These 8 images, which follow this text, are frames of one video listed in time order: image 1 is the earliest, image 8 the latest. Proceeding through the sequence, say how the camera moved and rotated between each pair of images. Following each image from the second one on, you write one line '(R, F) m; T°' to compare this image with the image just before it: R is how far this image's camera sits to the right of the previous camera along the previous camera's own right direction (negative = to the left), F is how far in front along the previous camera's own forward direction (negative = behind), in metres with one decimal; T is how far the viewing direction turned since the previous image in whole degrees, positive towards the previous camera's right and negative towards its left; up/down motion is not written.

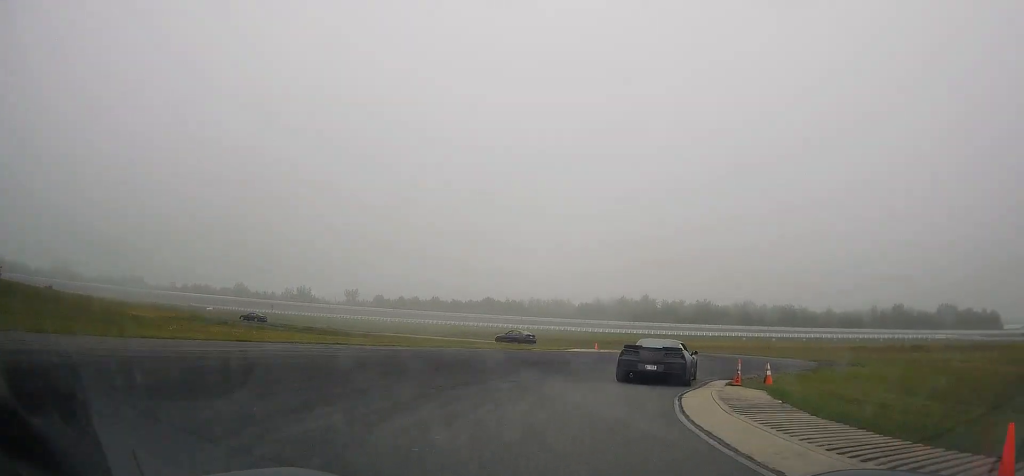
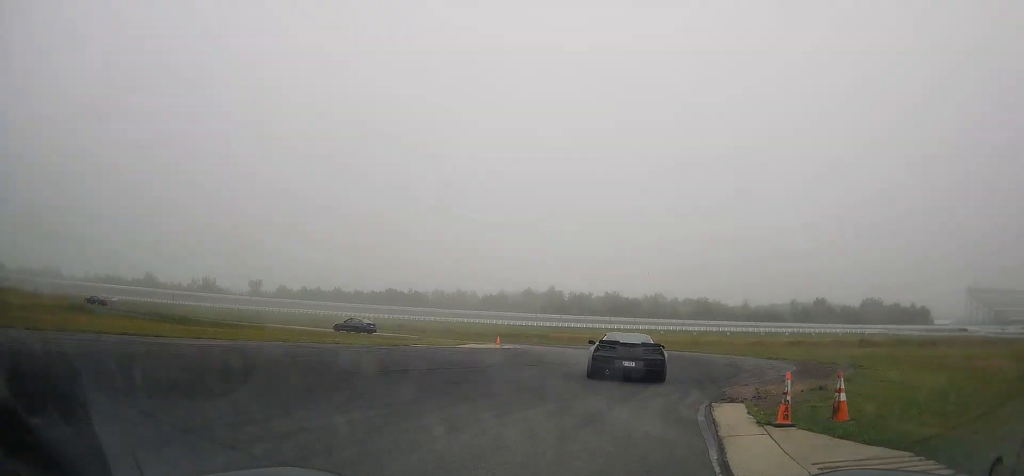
(+1.4, +8.2) m; +4°
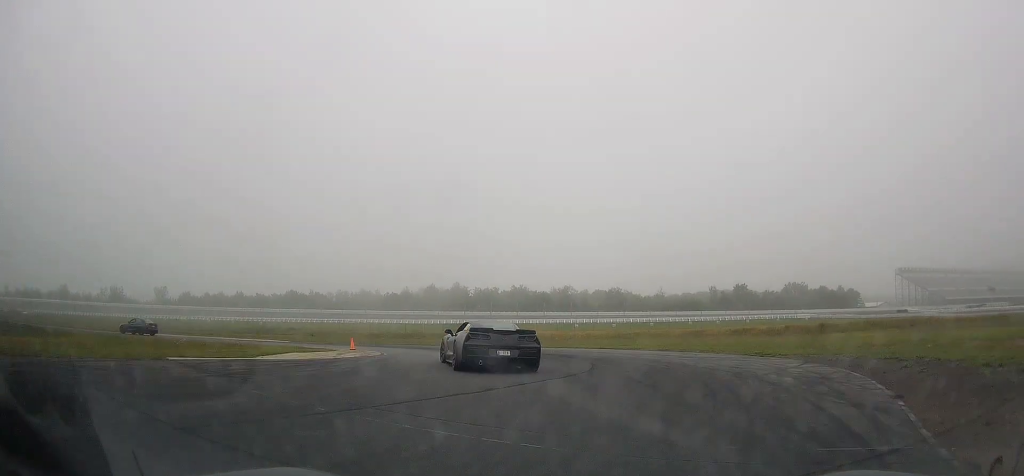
(+1.0, +11.2) m; +3°
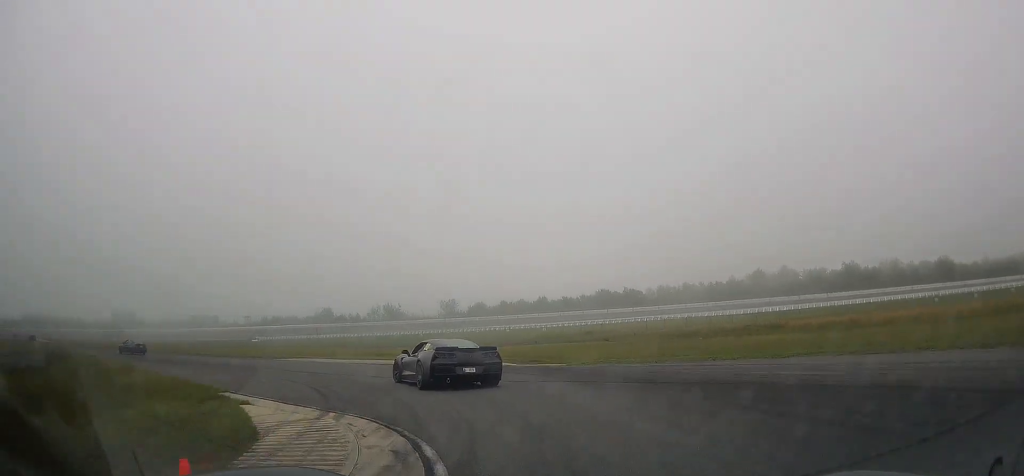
(-2.8, +21.6) m; -24°
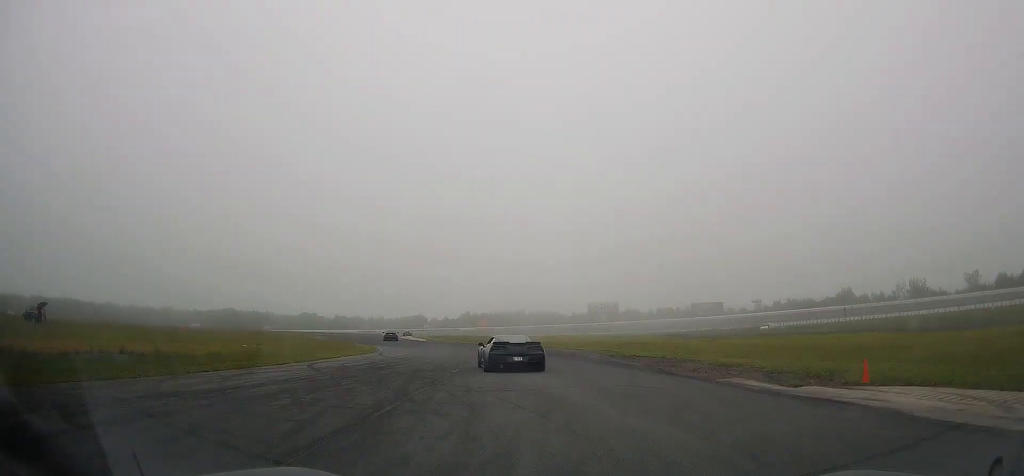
(-15.5, +29.1) m; -47°
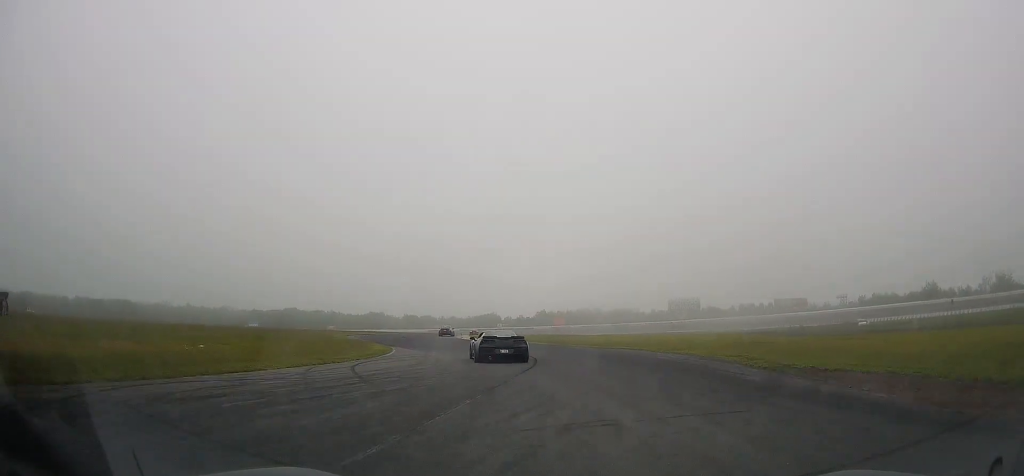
(-1.4, +14.0) m; -9°
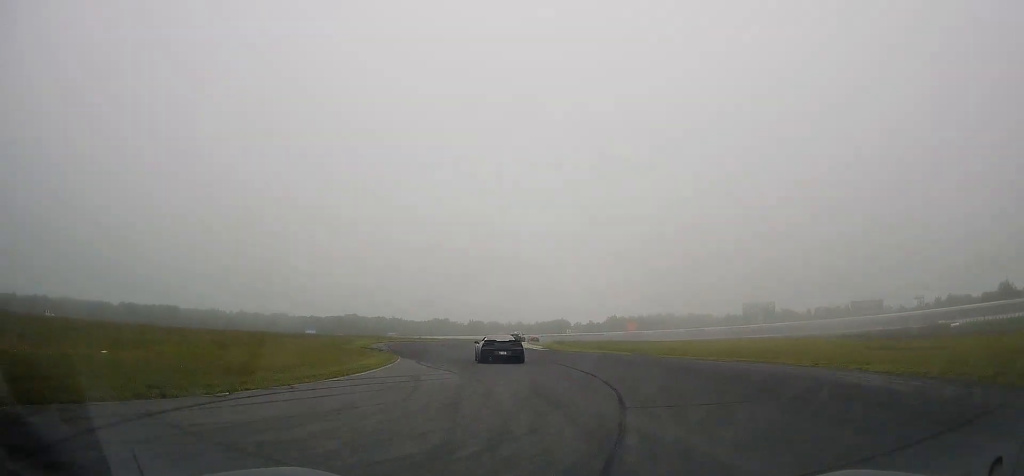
(-0.6, +12.7) m; -6°
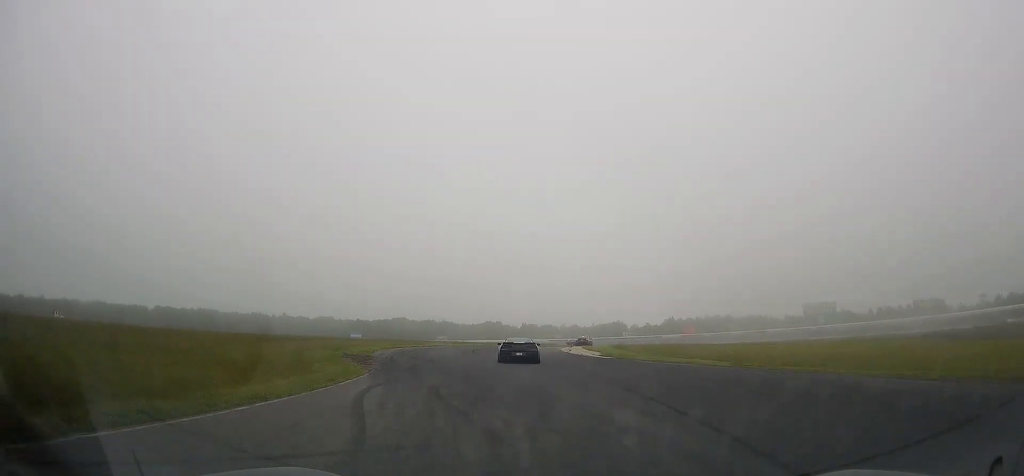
(-0.6, +12.2) m; -4°
